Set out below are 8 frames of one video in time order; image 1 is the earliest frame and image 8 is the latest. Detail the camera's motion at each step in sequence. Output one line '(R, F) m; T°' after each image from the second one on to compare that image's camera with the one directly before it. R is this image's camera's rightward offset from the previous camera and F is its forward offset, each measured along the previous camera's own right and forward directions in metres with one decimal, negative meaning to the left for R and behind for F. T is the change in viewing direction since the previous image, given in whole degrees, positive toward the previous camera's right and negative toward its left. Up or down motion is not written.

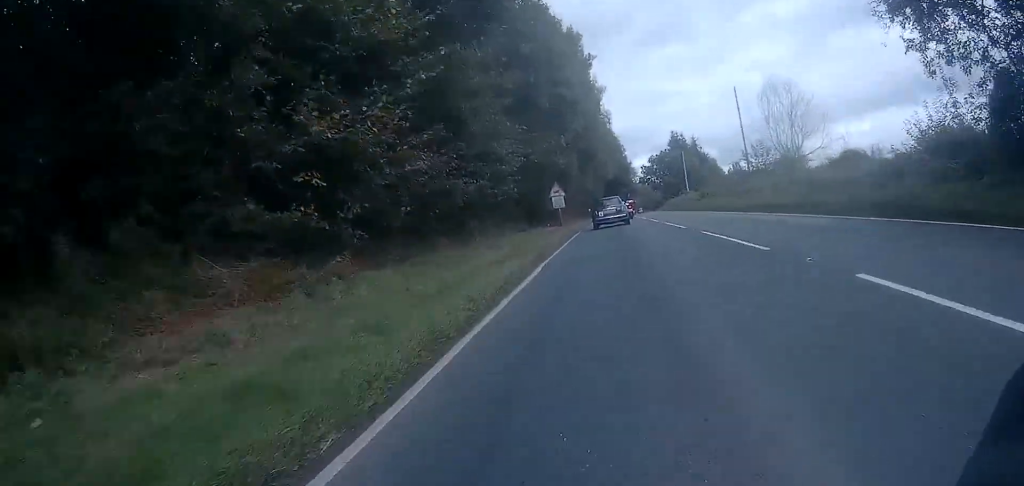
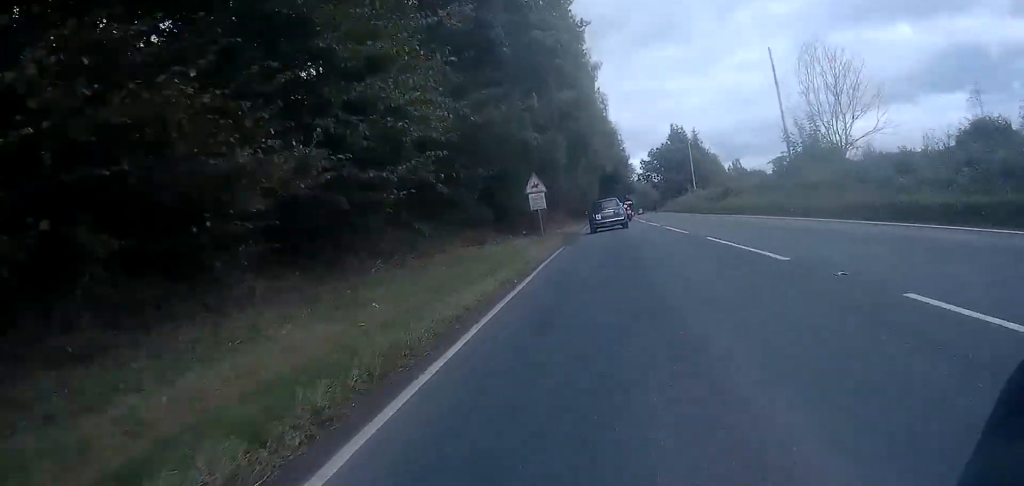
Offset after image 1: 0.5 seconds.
(+0.1, +10.1) m; 0°
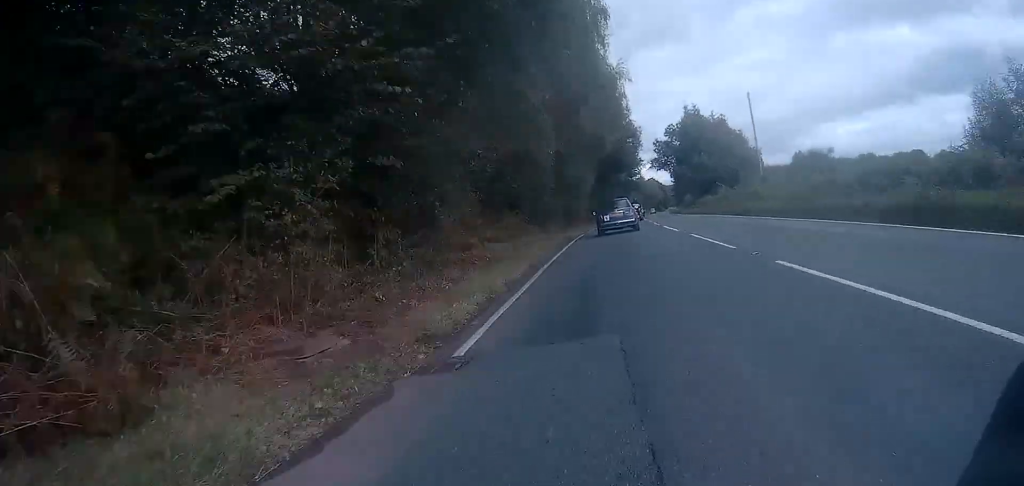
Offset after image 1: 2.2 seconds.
(-0.2, +32.5) m; 0°
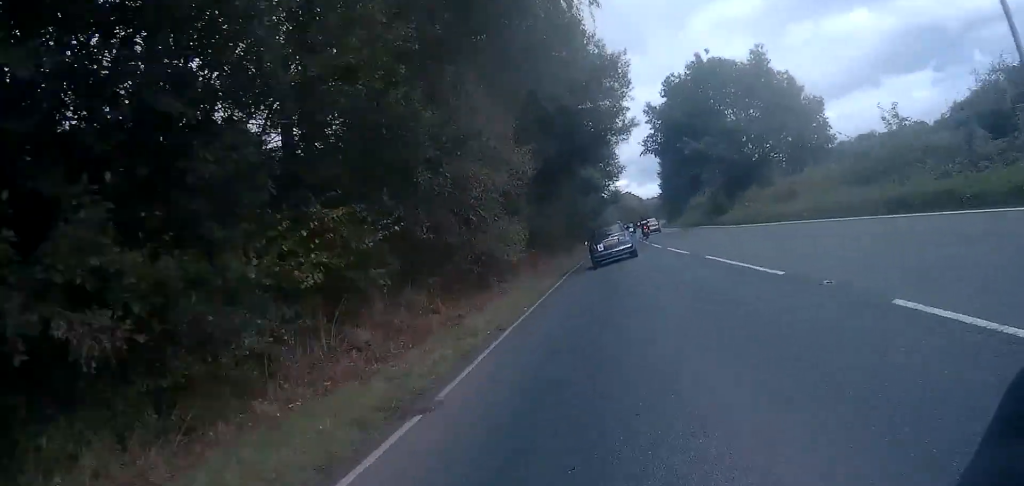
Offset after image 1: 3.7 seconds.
(+0.7, +30.2) m; +3°
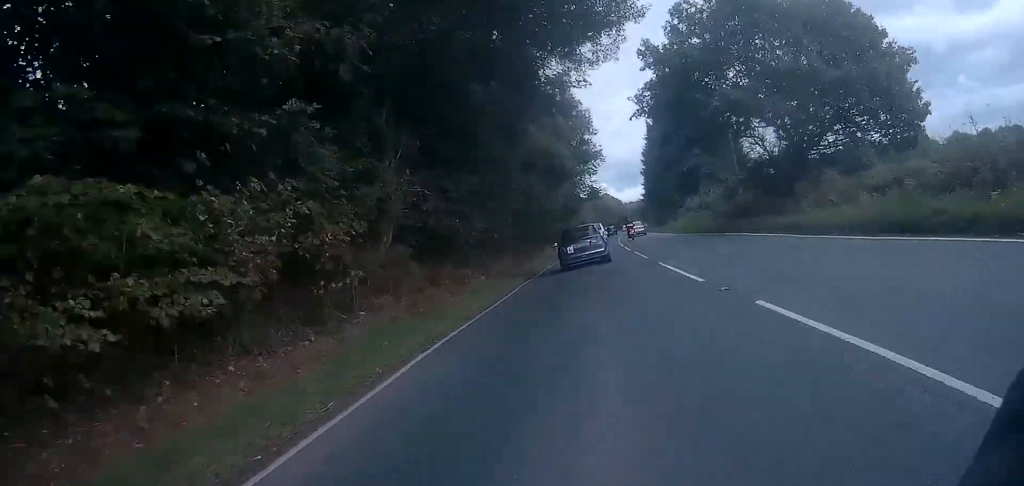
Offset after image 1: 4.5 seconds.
(+0.1, +15.8) m; 0°
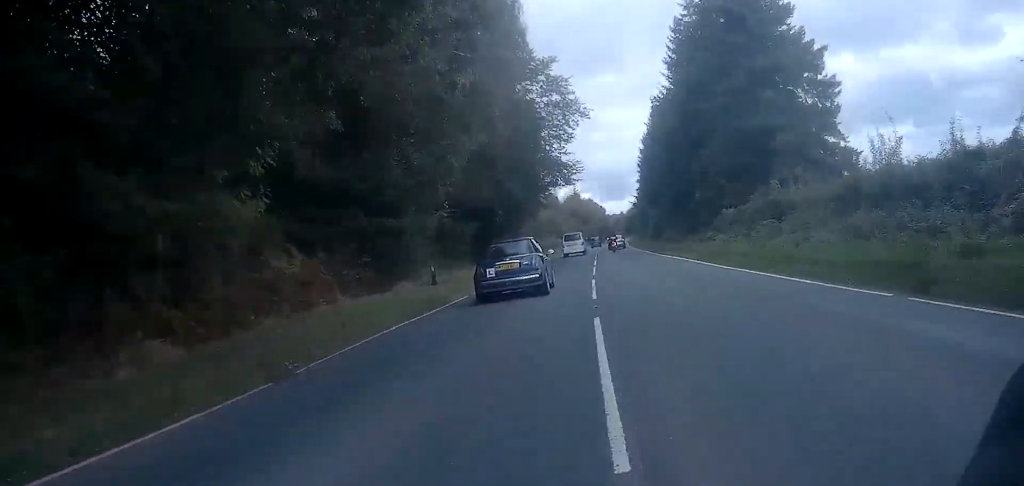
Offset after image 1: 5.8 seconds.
(0.0, +32.6) m; +1°
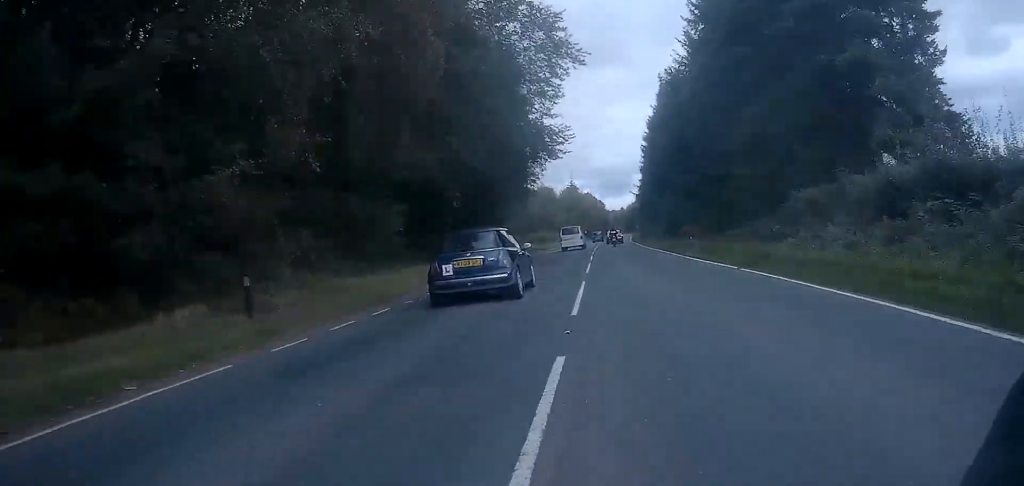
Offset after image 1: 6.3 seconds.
(+0.2, +13.5) m; 0°
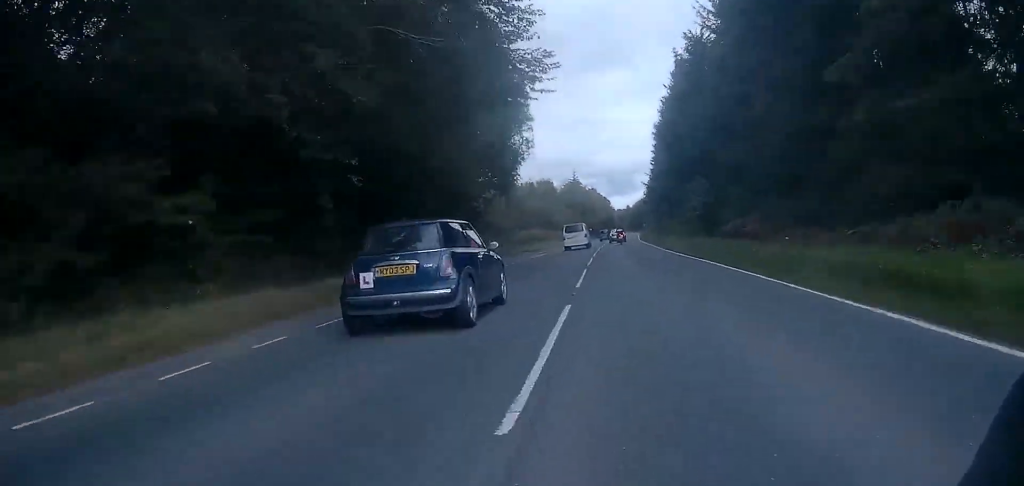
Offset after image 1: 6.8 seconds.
(+0.1, +13.7) m; 0°
